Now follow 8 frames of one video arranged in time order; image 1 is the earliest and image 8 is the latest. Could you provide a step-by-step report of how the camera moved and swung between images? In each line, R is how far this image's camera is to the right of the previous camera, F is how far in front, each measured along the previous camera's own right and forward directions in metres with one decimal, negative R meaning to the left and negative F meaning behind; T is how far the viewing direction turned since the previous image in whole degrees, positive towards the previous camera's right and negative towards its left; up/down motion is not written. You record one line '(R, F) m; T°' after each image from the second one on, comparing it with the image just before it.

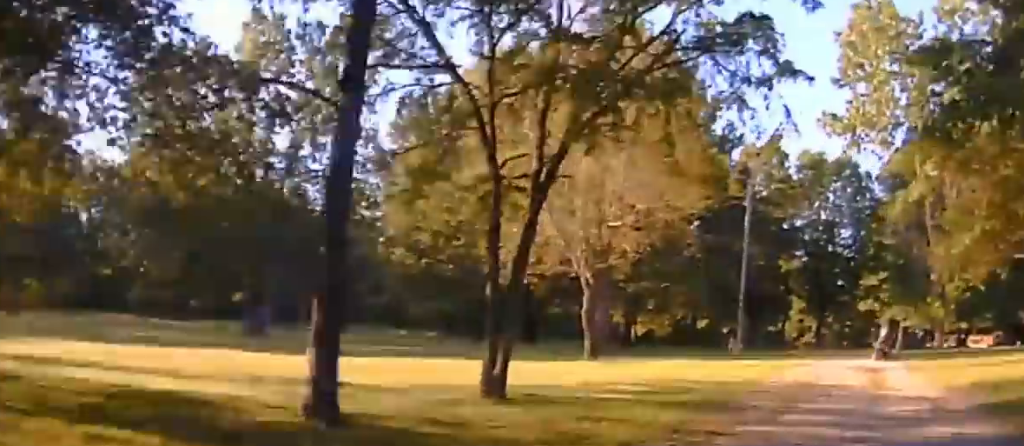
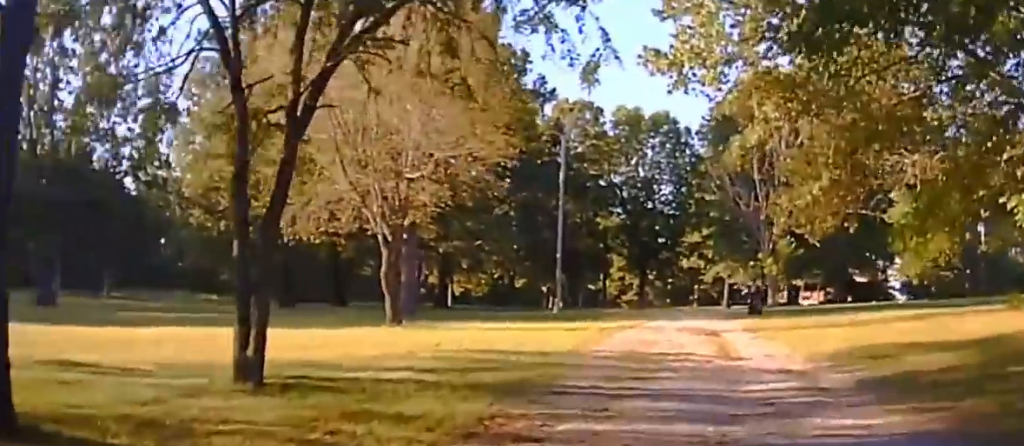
(+0.7, +3.6) m; +11°
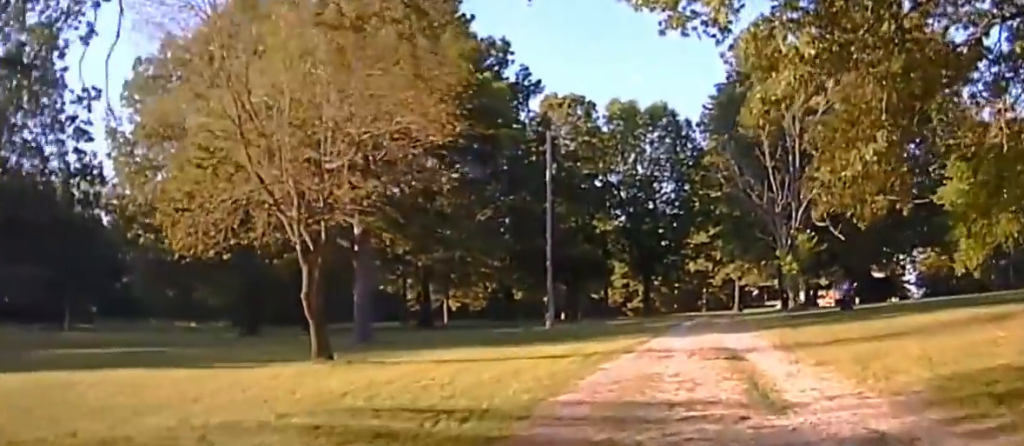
(+2.0, +9.7) m; +16°
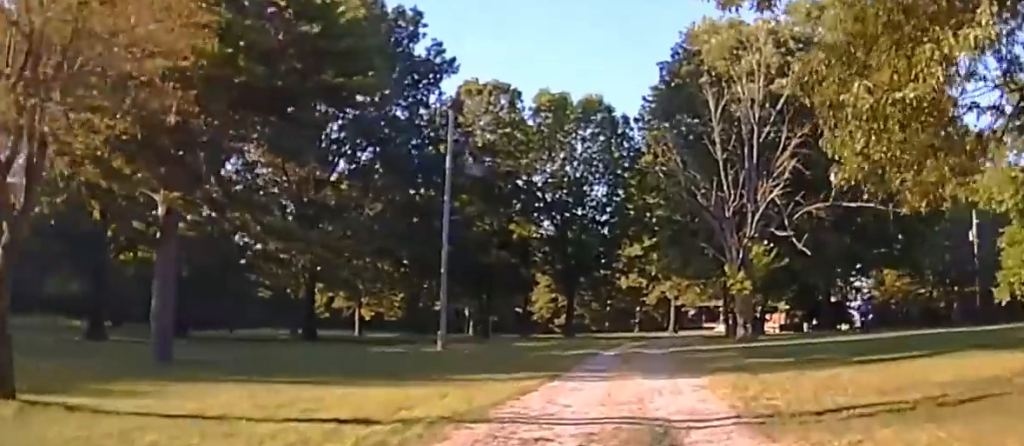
(+1.0, +12.9) m; +7°
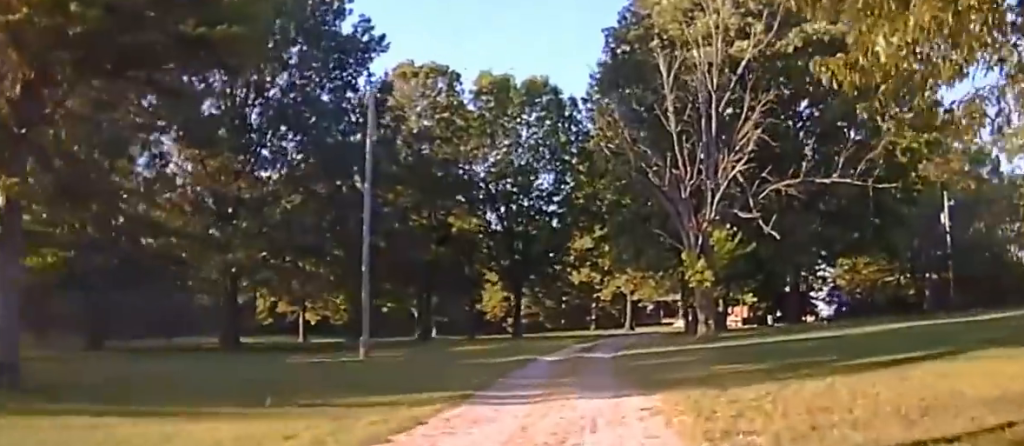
(+0.1, +5.6) m; +2°
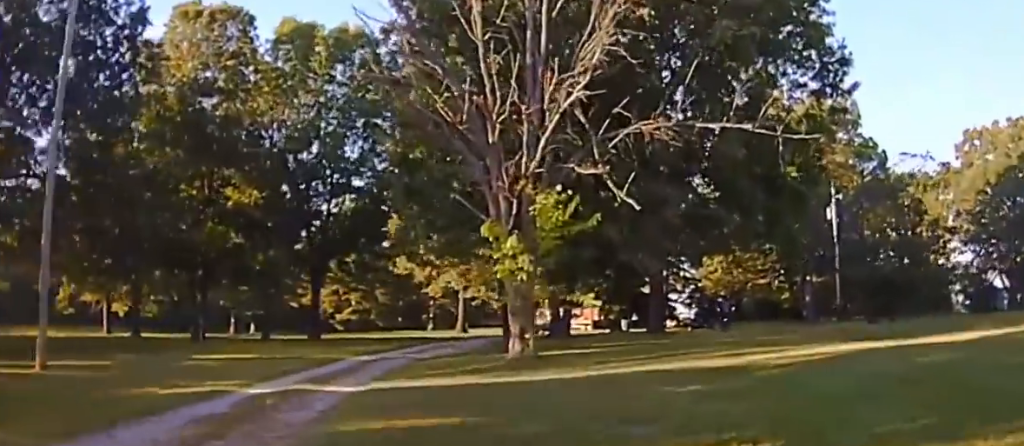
(+0.3, +11.4) m; +4°
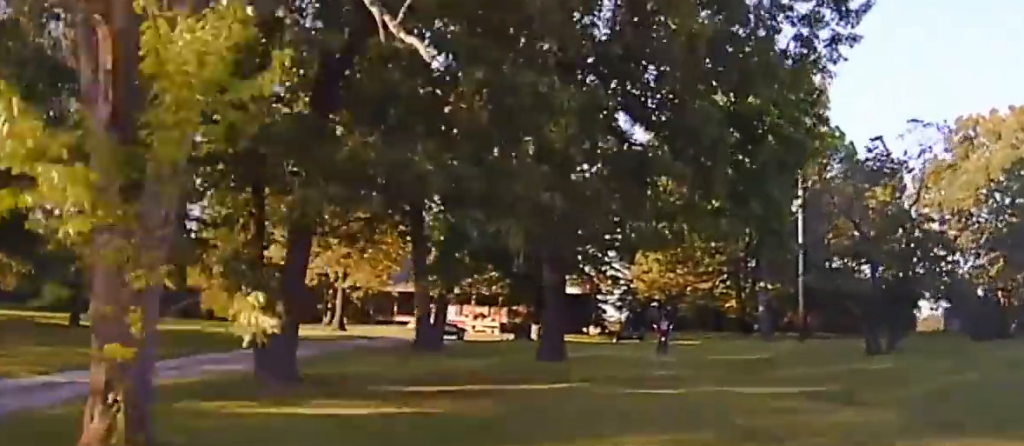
(+0.5, +11.7) m; +5°
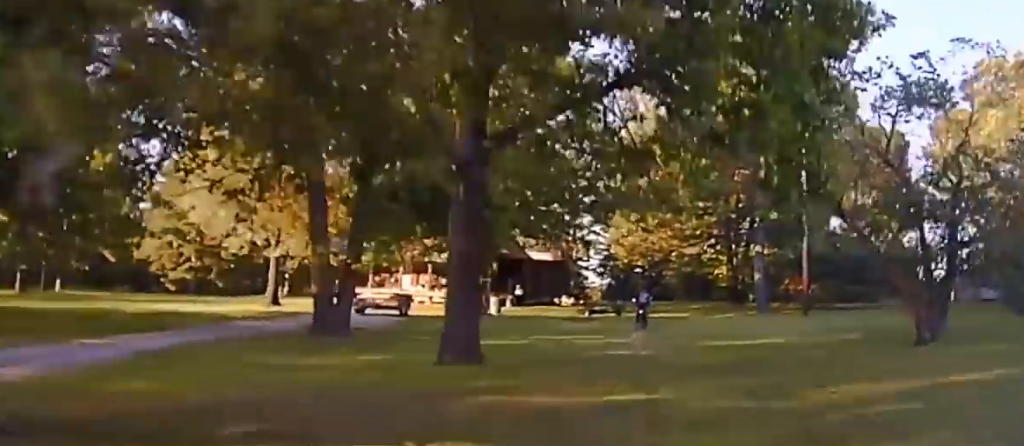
(+0.2, +6.3) m; +2°
